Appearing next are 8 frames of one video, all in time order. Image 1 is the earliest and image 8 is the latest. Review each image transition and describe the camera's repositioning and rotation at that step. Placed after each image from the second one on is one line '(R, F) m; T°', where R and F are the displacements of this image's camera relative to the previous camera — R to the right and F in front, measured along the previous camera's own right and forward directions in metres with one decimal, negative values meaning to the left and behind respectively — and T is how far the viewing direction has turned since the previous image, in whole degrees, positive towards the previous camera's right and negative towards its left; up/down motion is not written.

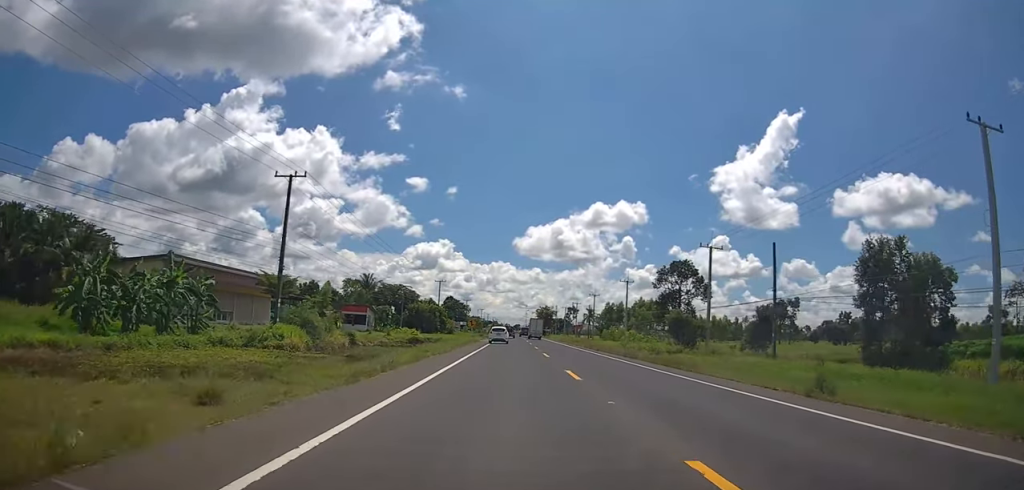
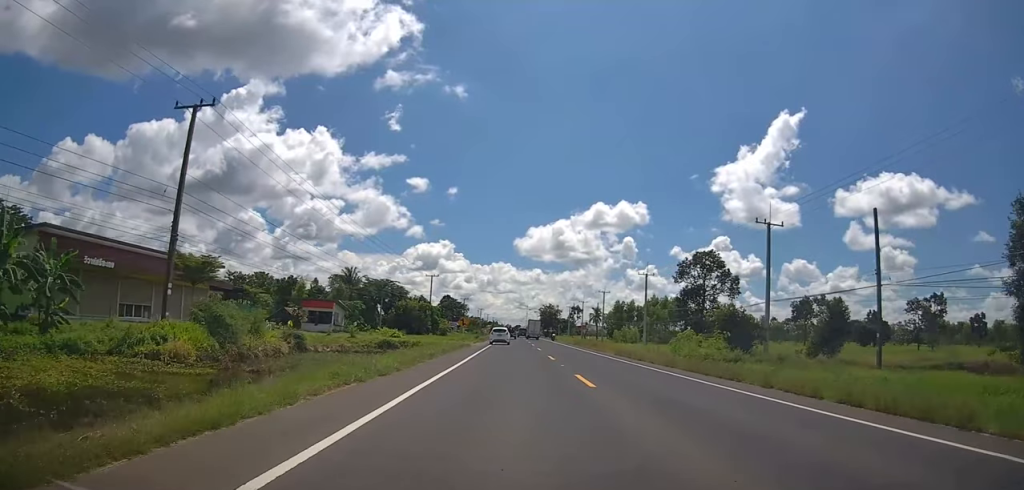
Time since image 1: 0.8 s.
(+0.5, +13.6) m; +2°
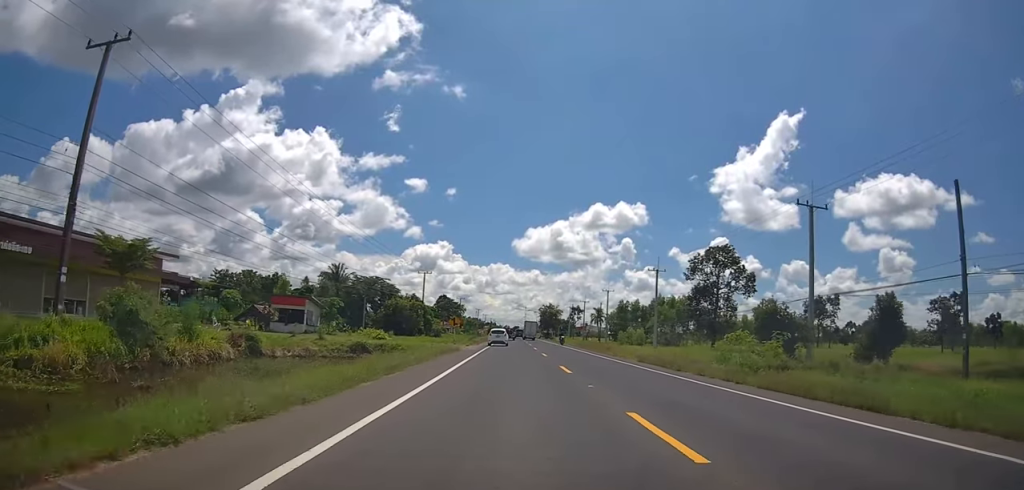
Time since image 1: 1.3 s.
(0.0, +7.2) m; 0°
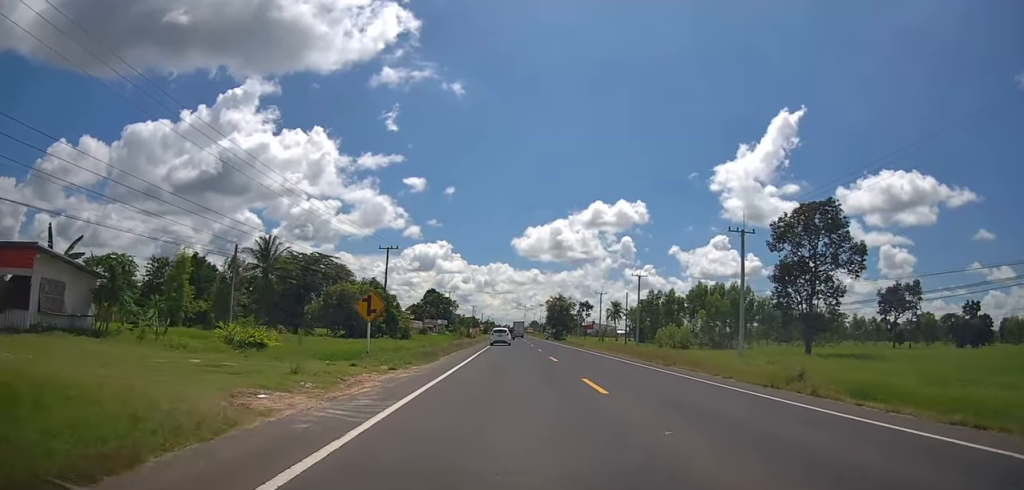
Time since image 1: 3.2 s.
(-1.0, +30.2) m; -3°
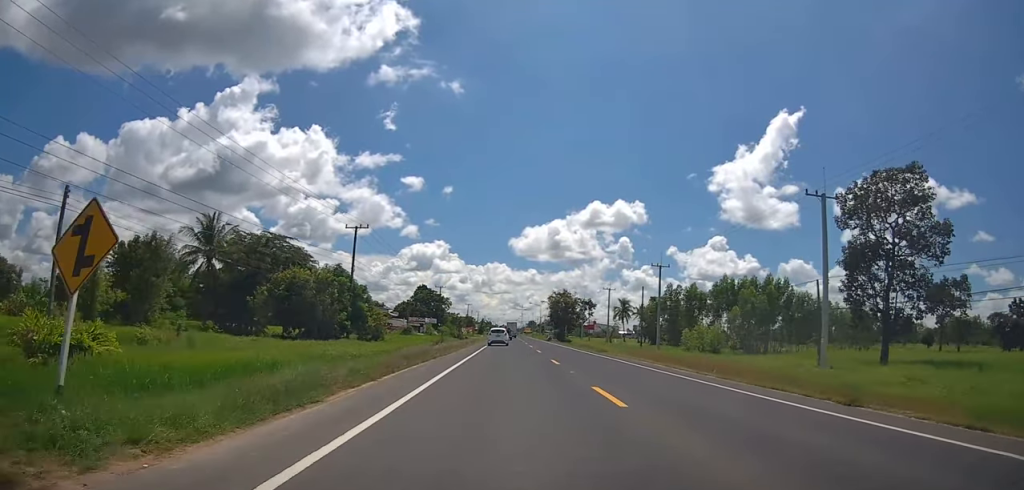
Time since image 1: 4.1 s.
(+0.1, +14.1) m; +1°
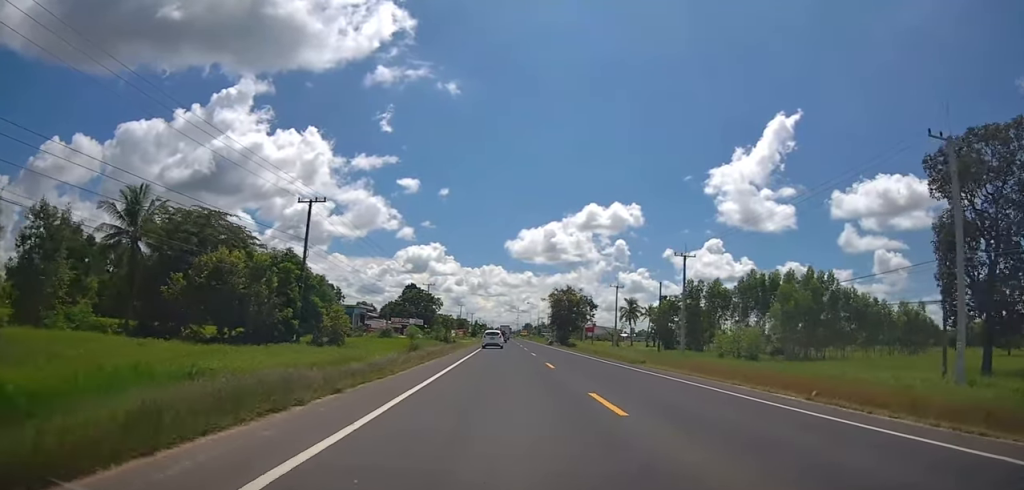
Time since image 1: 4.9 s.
(+0.3, +12.6) m; +2°
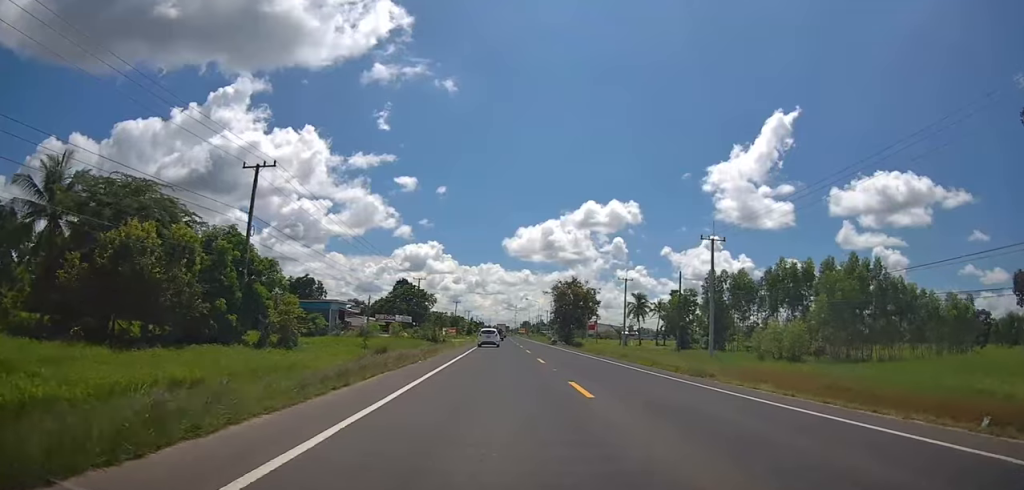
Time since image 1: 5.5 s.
(0.0, +9.8) m; 0°
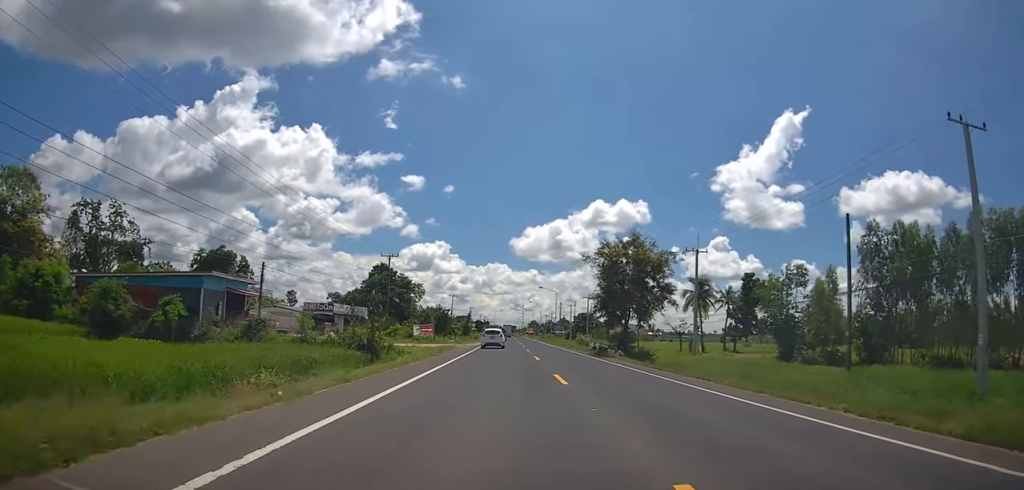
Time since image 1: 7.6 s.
(0.0, +33.3) m; 0°
